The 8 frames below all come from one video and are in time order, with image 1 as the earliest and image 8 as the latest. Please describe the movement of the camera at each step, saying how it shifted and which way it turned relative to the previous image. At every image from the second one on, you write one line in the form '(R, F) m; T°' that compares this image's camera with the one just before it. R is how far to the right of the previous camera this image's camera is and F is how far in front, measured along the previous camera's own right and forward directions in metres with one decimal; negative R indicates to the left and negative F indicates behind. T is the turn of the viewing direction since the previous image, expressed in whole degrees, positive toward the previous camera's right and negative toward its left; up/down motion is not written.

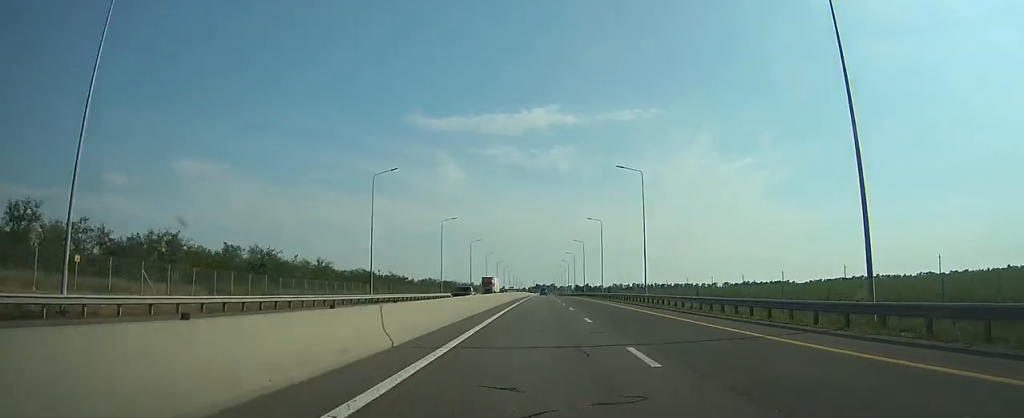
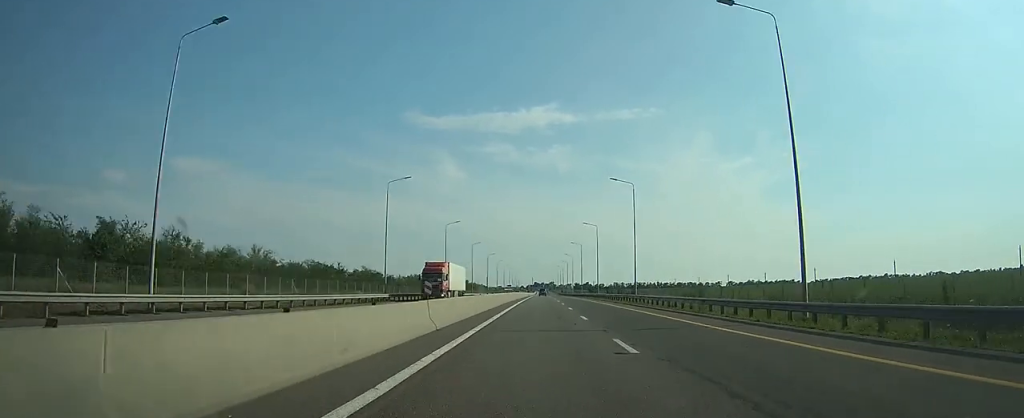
(0.0, +33.5) m; 0°
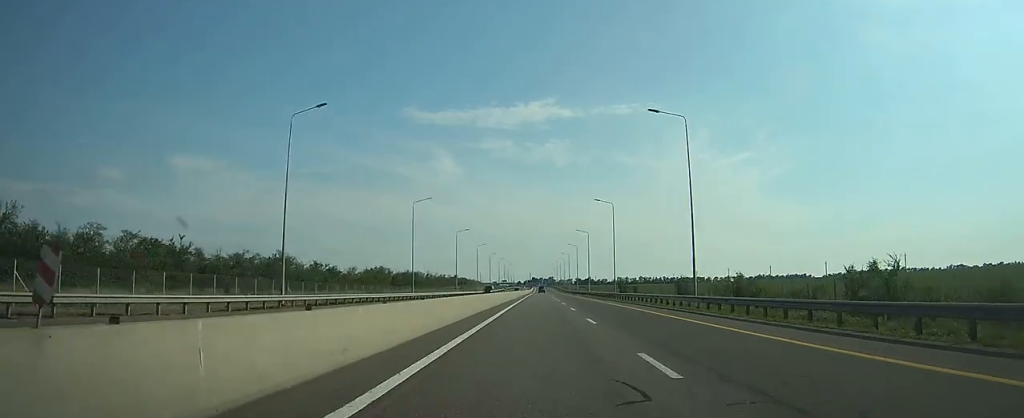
(0.0, +63.2) m; 0°
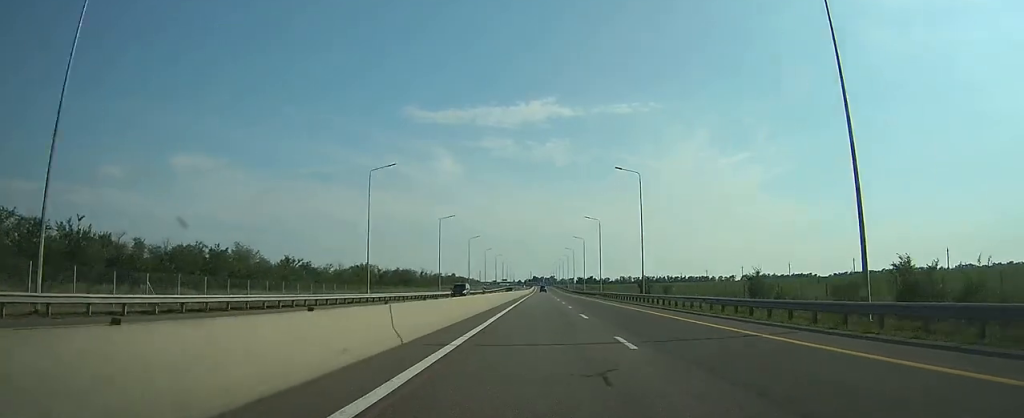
(-0.1, +20.2) m; 0°
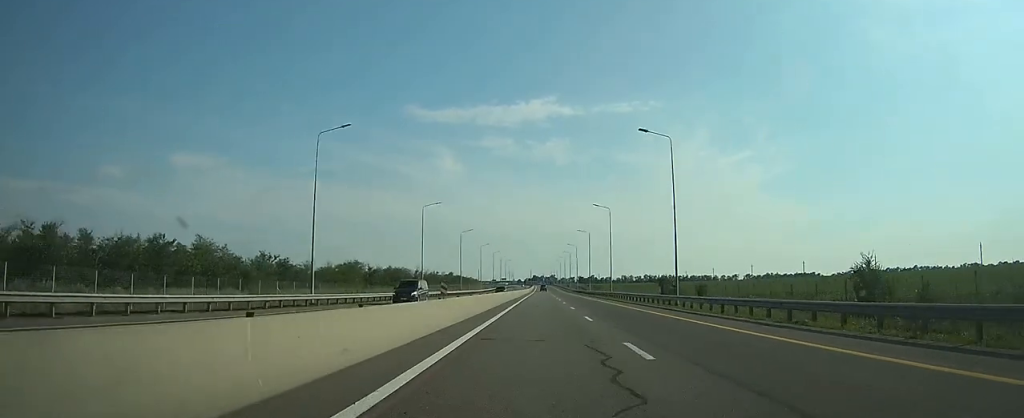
(0.0, +13.8) m; 0°
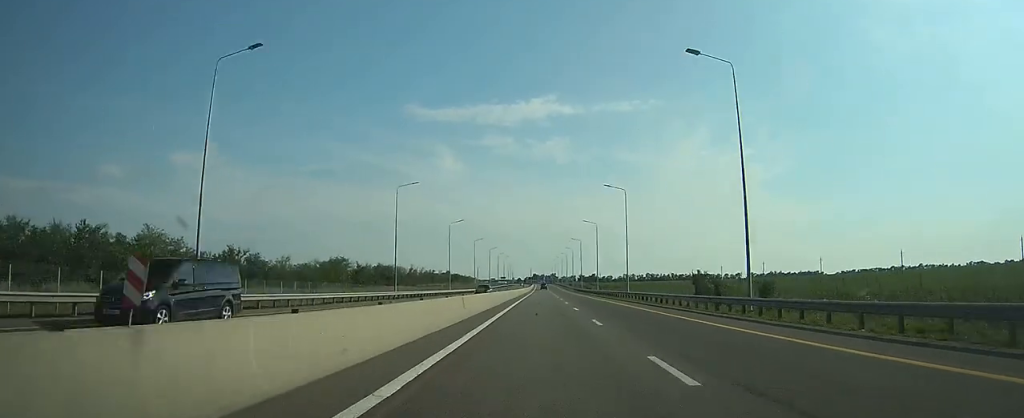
(0.0, +14.9) m; 0°
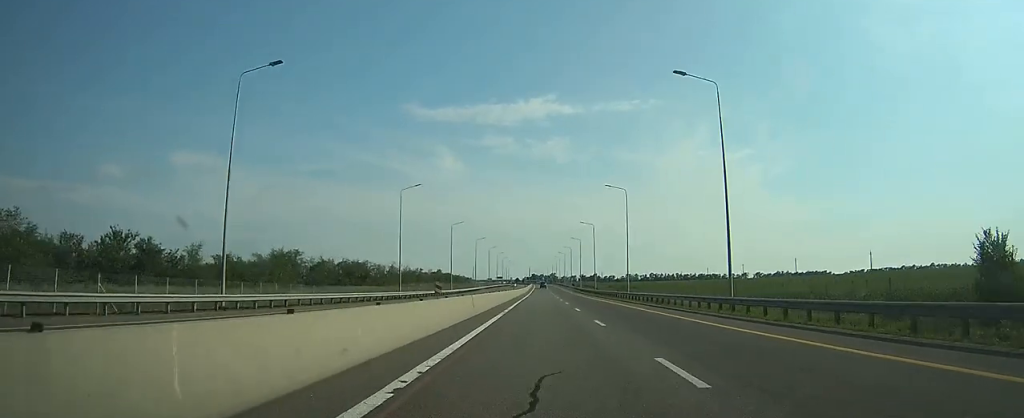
(0.0, +36.3) m; 0°
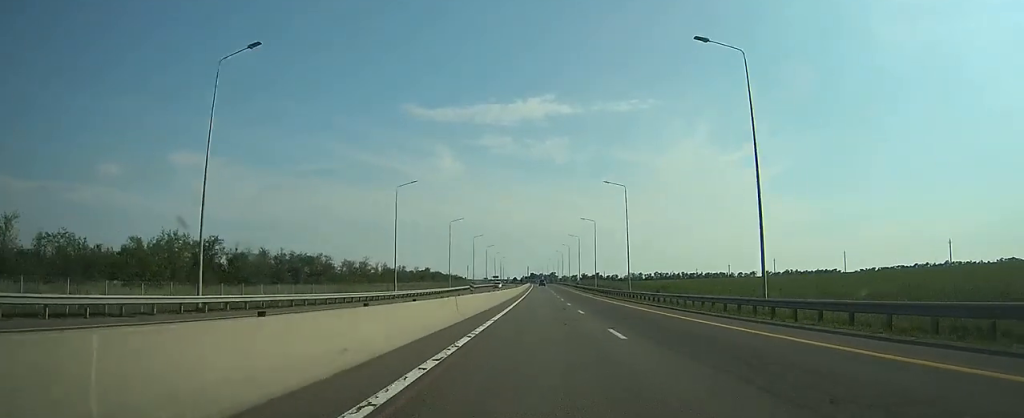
(+0.2, +40.8) m; +1°
